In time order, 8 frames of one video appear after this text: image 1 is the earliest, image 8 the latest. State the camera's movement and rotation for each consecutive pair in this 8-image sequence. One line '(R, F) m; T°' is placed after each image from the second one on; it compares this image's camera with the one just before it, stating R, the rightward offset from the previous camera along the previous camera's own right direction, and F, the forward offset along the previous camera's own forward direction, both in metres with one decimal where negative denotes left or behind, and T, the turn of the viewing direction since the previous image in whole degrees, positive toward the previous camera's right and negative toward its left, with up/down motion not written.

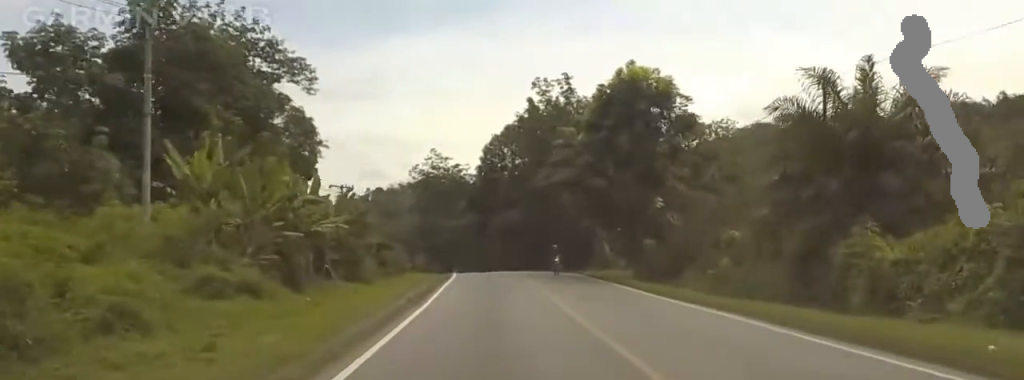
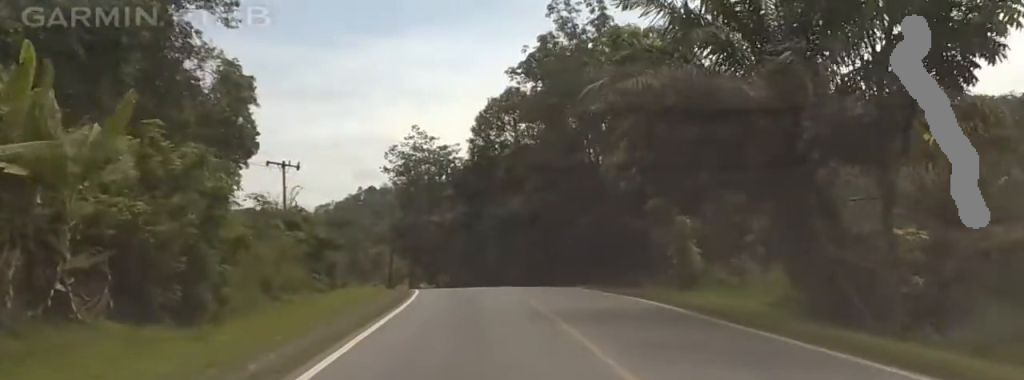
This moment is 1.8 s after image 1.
(-2.5, +23.2) m; -7°
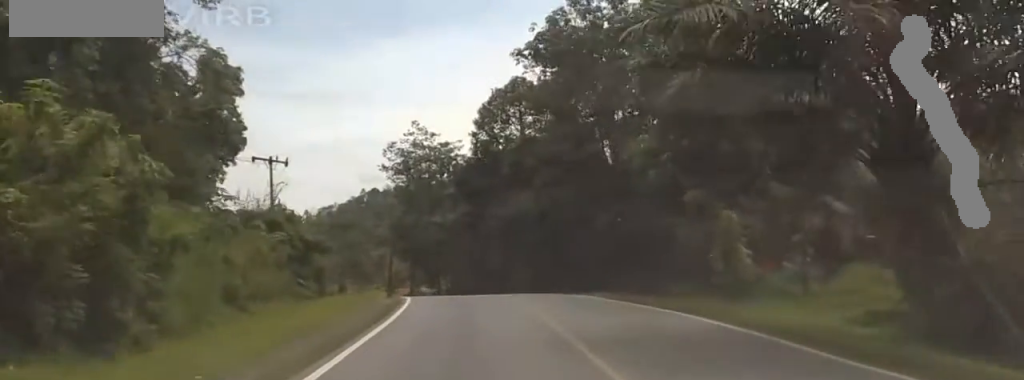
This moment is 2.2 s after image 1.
(+0.1, +5.0) m; +1°
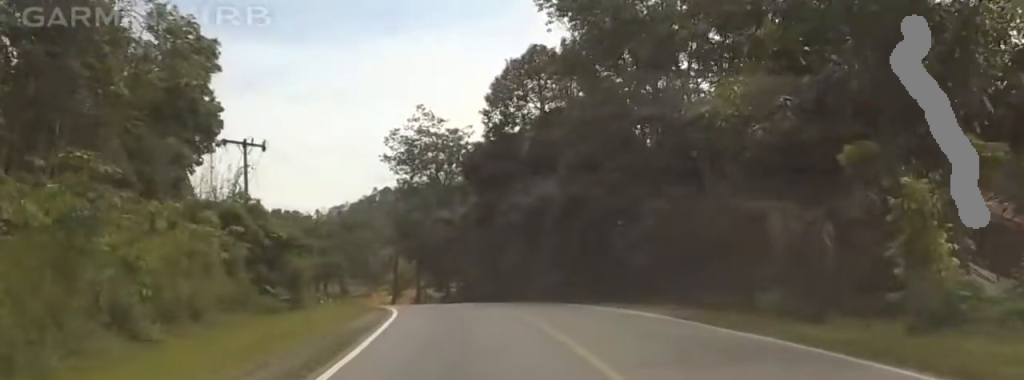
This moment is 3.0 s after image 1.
(+0.1, +9.6) m; -1°
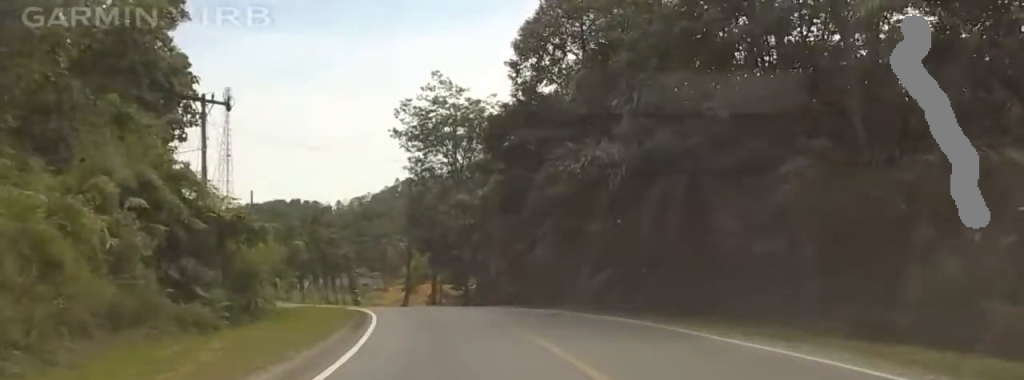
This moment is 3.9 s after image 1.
(-0.2, +11.5) m; -6°
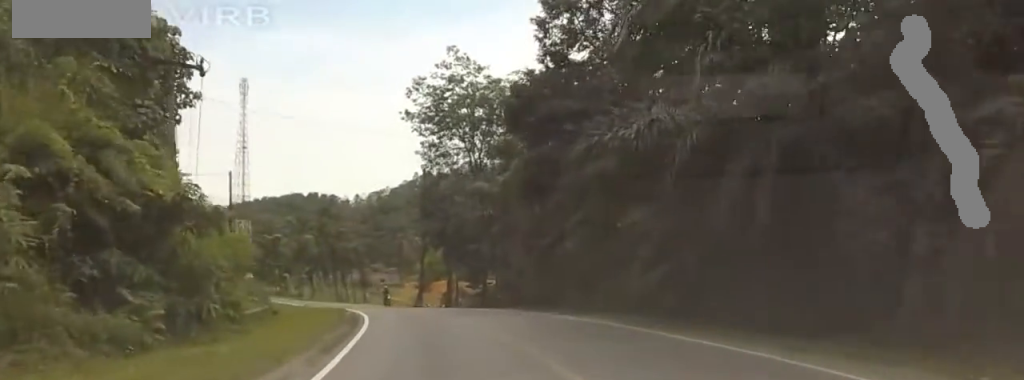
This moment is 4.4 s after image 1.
(+0.1, +6.5) m; -6°
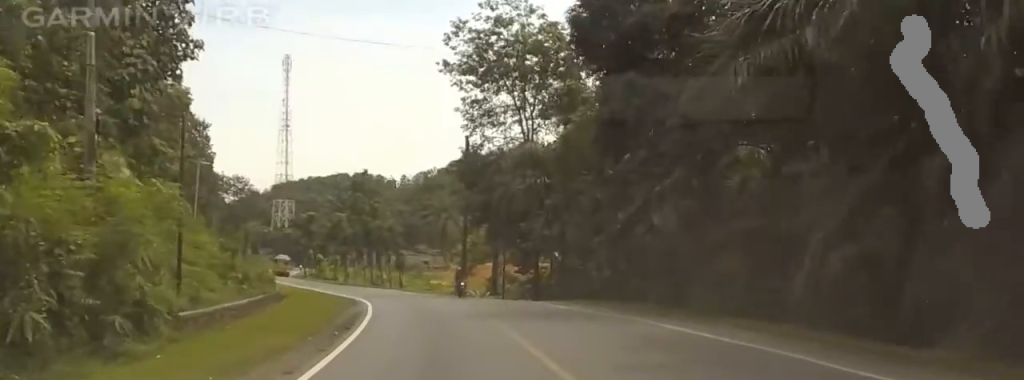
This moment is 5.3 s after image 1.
(-1.4, +10.8) m; -8°
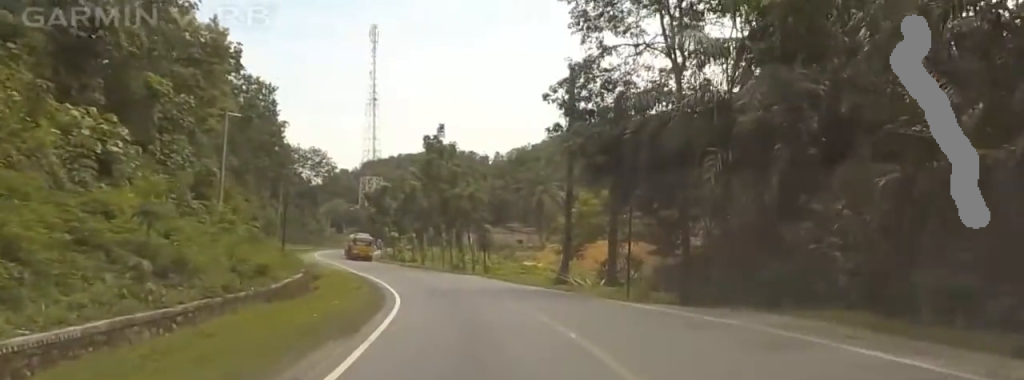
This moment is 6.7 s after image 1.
(-1.1, +19.0) m; -3°
